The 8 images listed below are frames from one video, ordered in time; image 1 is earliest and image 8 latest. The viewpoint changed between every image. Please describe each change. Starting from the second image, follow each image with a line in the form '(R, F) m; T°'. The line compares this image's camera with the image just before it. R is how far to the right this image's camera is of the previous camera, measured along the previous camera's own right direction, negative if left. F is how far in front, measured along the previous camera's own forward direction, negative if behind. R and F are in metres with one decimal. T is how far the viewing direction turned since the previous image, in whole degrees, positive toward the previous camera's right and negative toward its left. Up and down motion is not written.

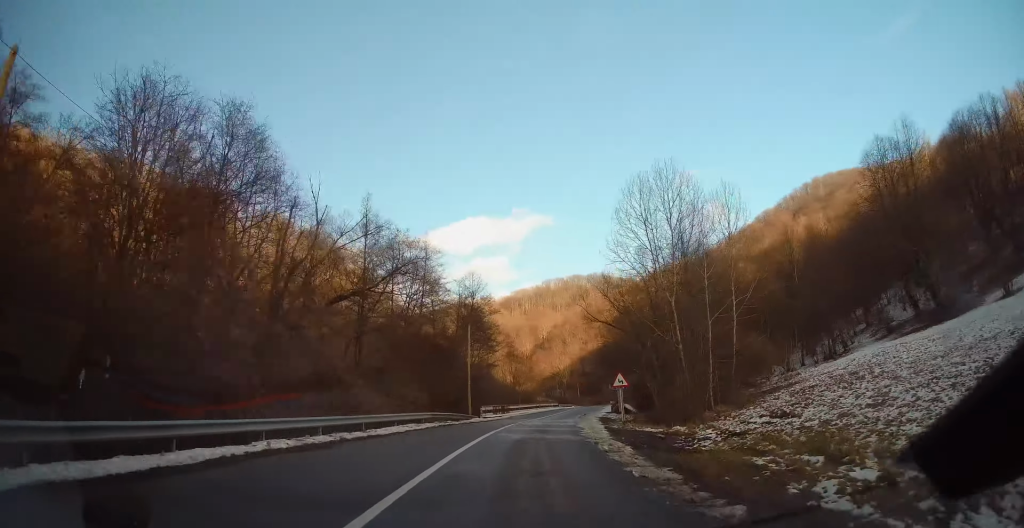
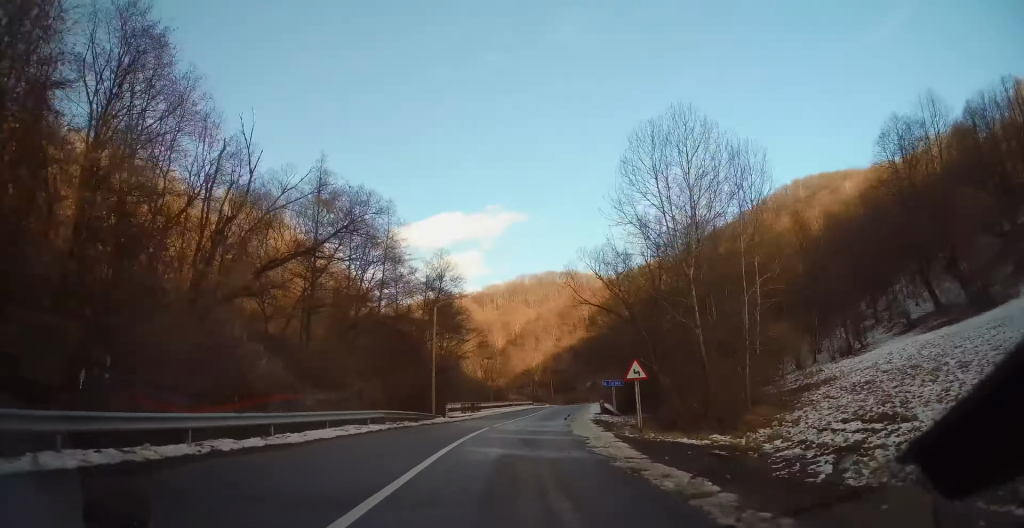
(-0.1, +6.7) m; +2°
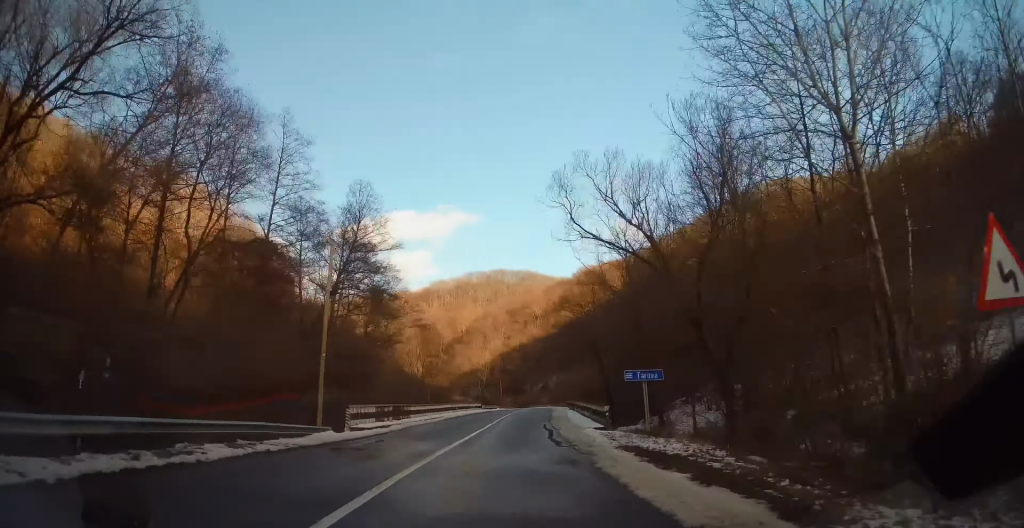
(+0.9, +14.5) m; +6°
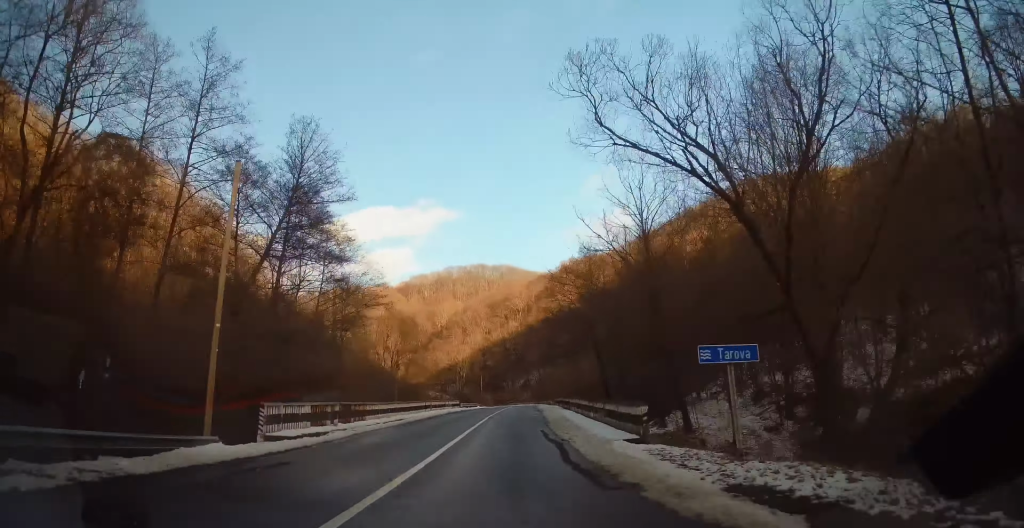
(+0.2, +7.4) m; +2°
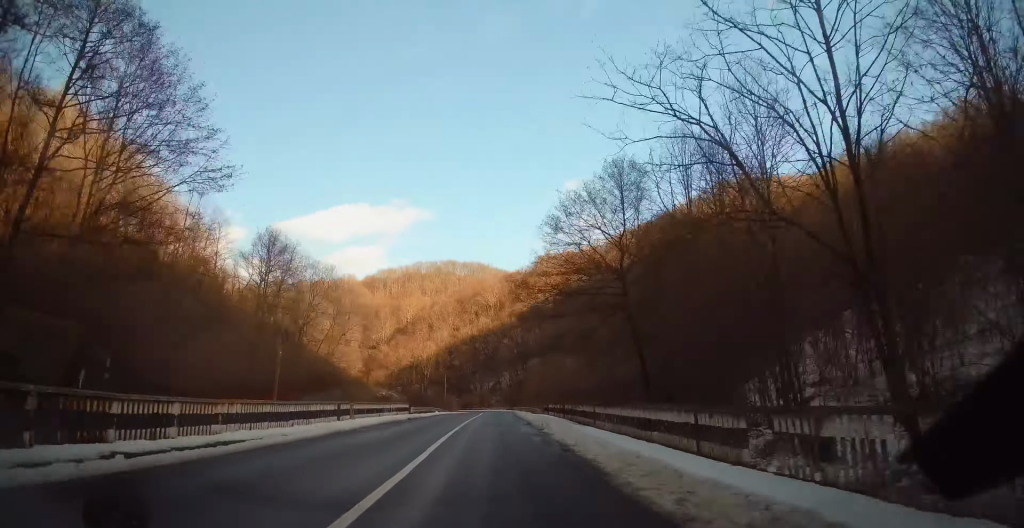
(+0.5, +17.4) m; +3°
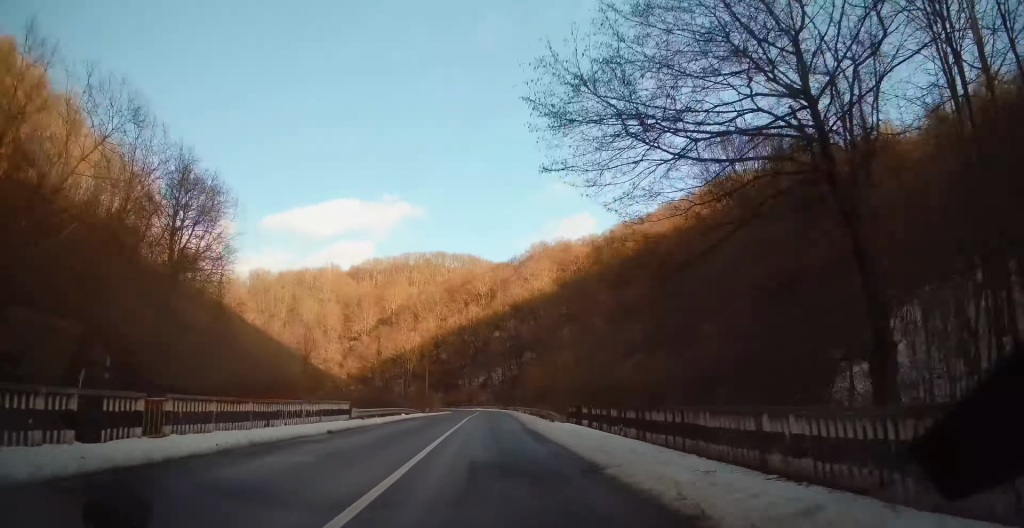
(+0.3, +15.9) m; +1°
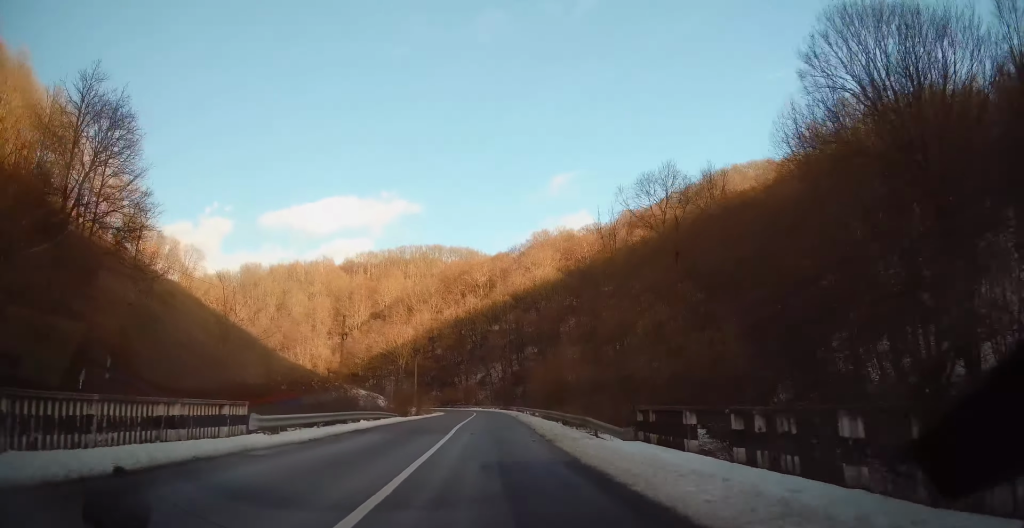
(0.0, +11.4) m; 0°
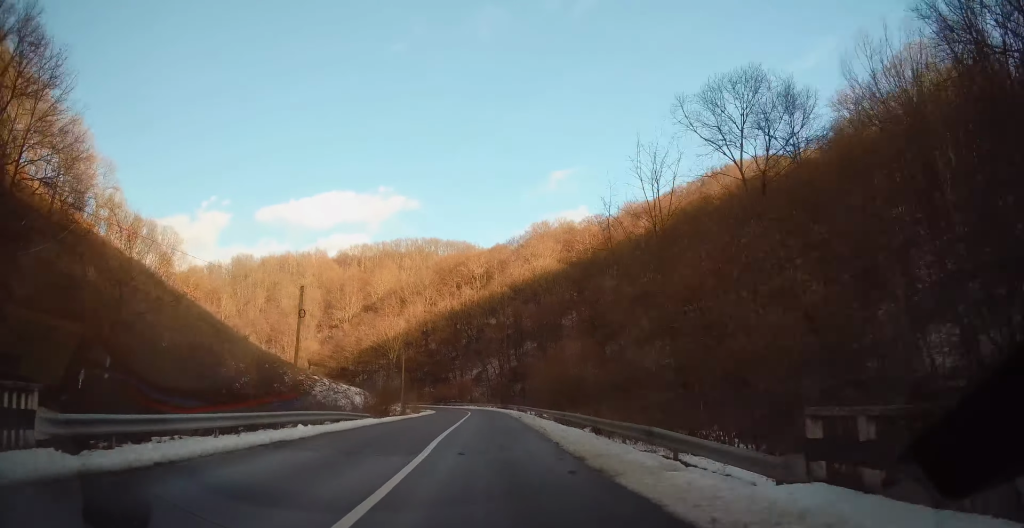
(-0.3, +7.9) m; 0°
